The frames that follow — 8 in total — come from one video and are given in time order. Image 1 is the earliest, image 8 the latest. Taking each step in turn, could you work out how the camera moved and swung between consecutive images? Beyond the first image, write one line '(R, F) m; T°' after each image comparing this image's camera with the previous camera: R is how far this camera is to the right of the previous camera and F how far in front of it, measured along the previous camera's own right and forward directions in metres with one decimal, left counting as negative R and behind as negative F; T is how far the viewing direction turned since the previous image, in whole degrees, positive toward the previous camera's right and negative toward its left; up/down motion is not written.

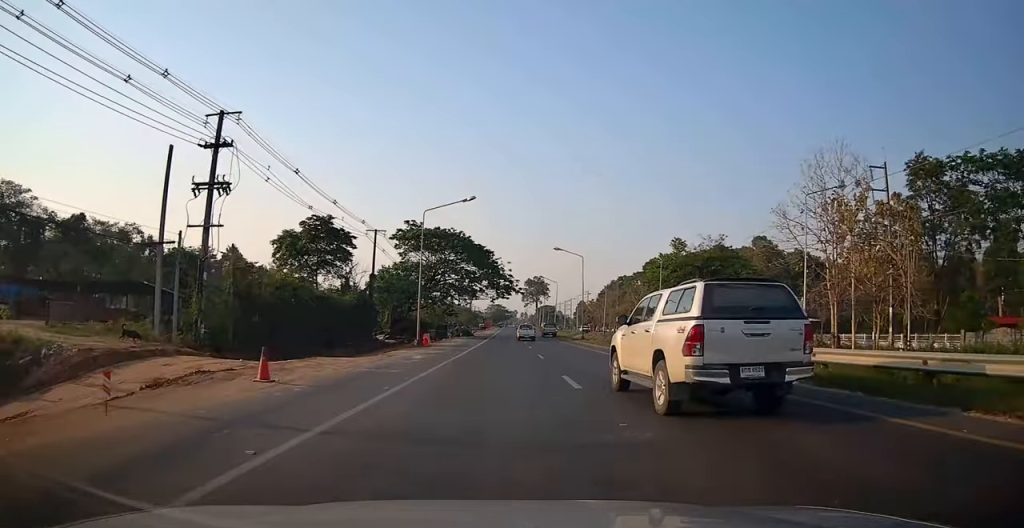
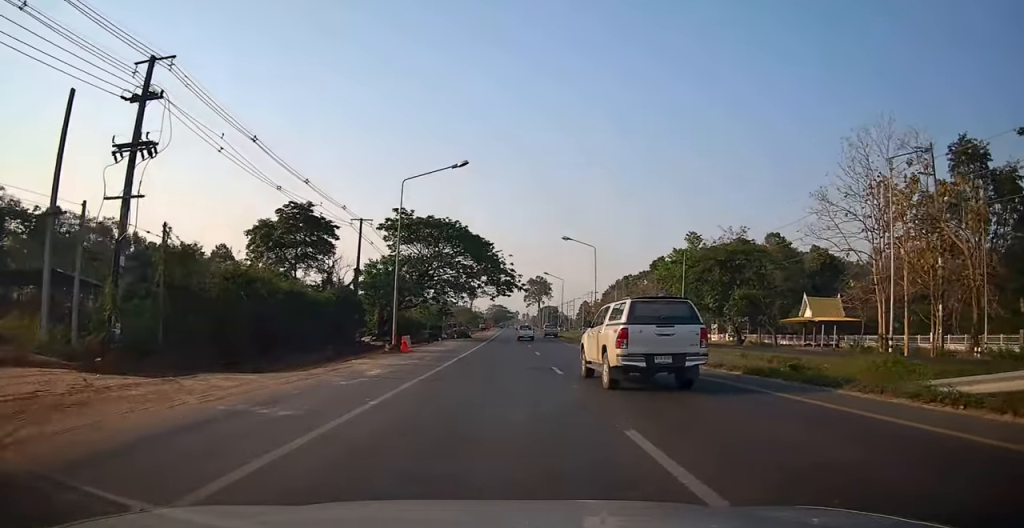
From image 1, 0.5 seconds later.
(0.0, +7.8) m; 0°
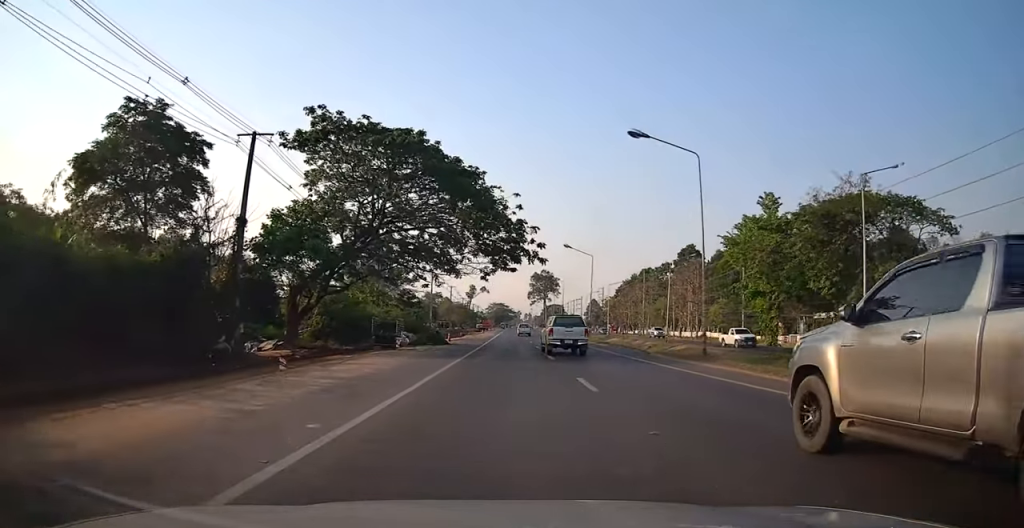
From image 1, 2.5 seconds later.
(0.0, +28.8) m; 0°
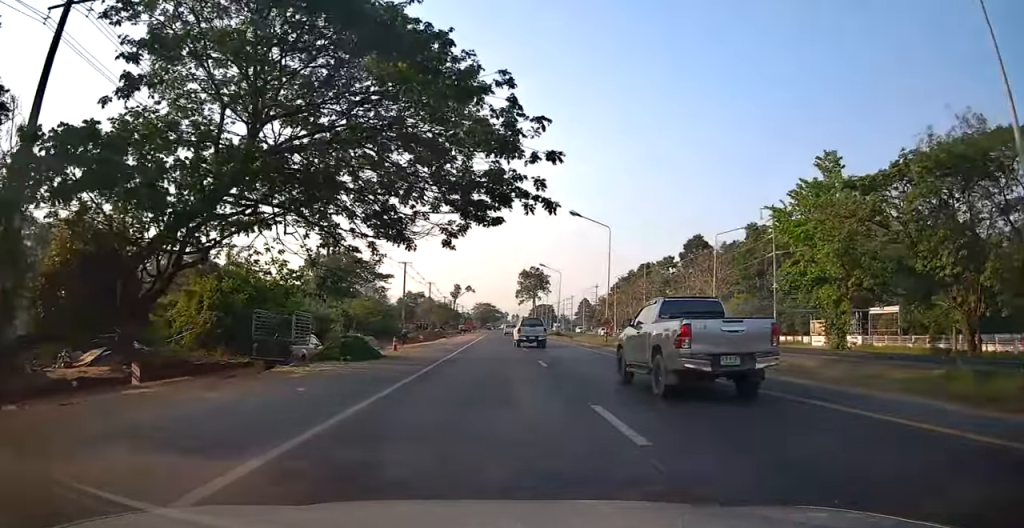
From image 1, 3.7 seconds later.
(0.0, +17.1) m; 0°
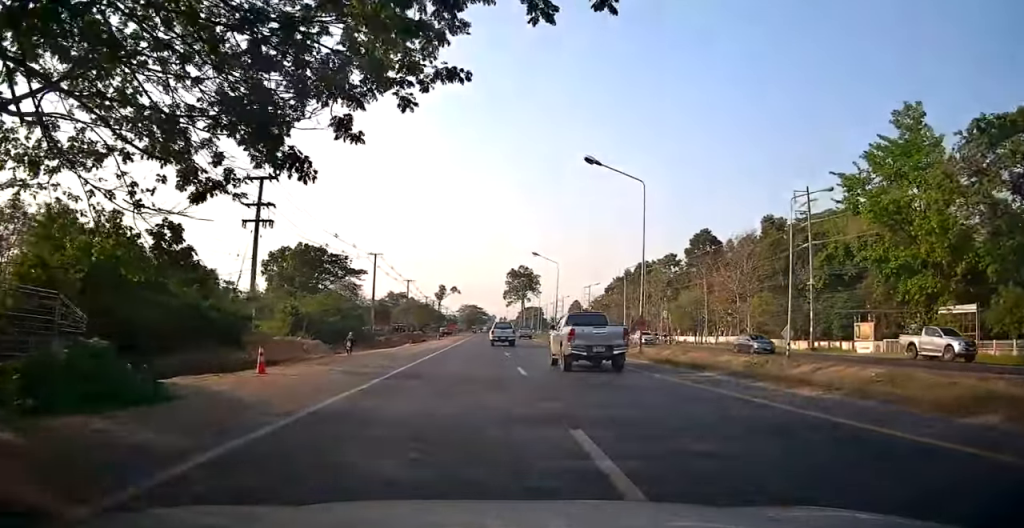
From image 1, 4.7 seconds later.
(0.0, +14.1) m; +4°
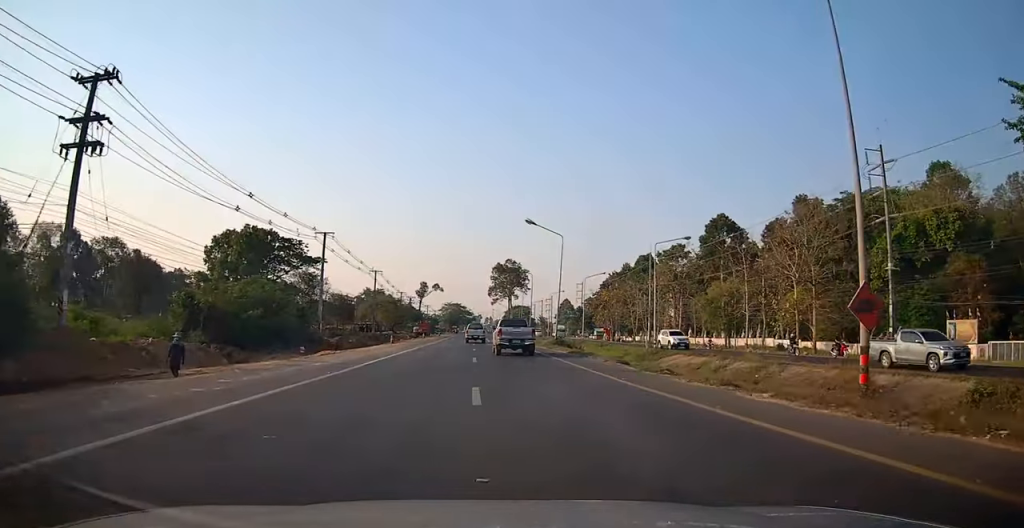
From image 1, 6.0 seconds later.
(+0.7, +18.5) m; 0°
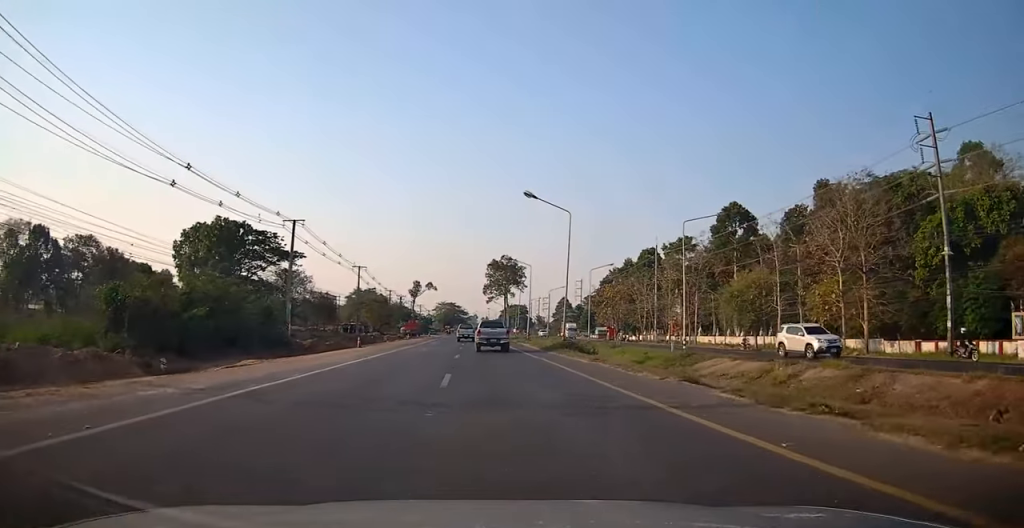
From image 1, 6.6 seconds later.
(-0.5, +8.7) m; 0°
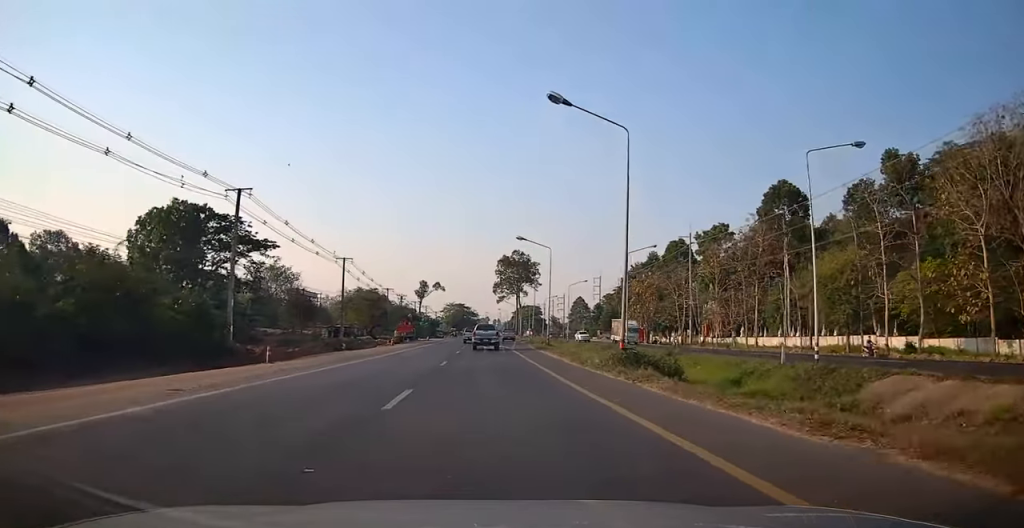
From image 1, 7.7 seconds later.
(+0.7, +15.3) m; +3°
